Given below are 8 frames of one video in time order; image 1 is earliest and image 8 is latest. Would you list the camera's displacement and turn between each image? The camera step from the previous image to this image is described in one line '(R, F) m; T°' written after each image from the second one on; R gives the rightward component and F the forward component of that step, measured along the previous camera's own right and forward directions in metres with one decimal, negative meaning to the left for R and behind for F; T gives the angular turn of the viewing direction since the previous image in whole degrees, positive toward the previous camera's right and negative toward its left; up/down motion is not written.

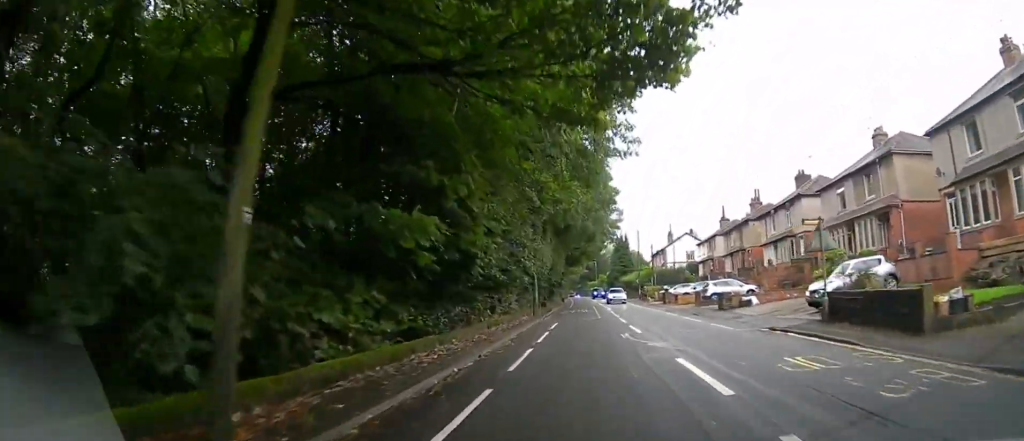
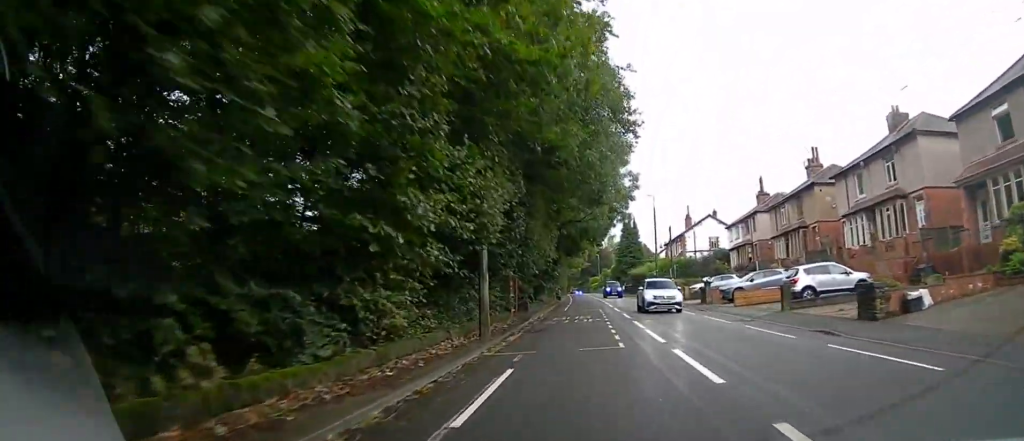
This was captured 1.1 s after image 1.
(-0.1, +16.4) m; 0°
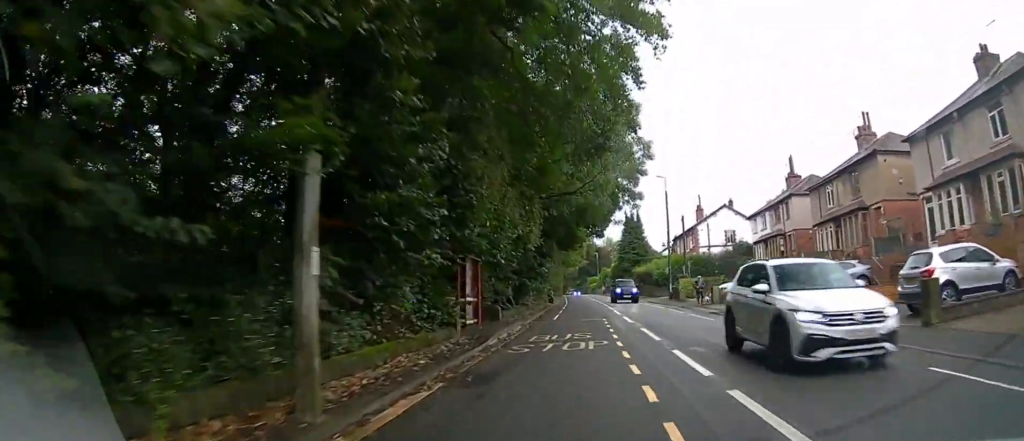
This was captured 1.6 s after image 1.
(0.0, +9.3) m; 0°
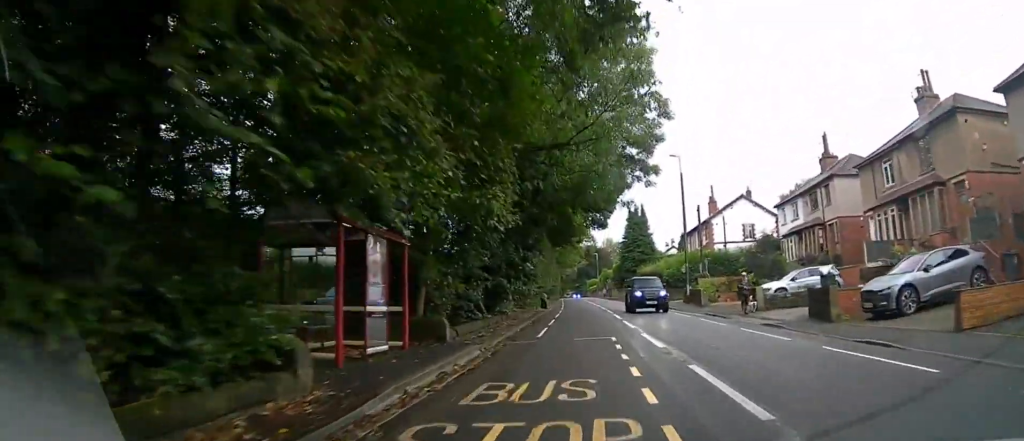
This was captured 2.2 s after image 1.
(0.0, +8.0) m; 0°
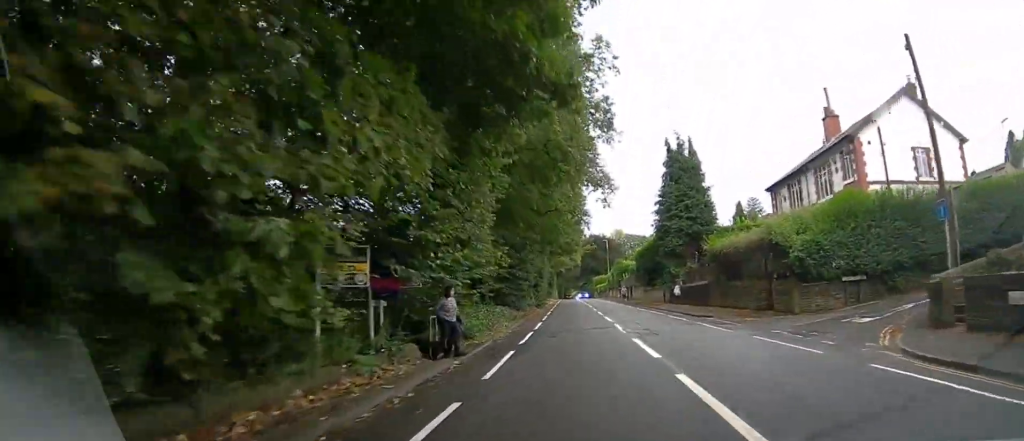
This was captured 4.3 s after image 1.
(+0.2, +32.5) m; +1°
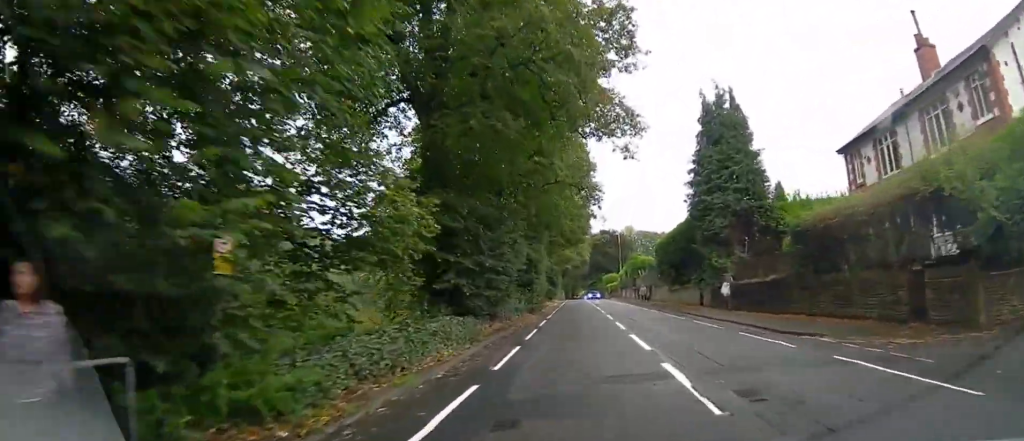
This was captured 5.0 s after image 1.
(0.0, +10.8) m; 0°
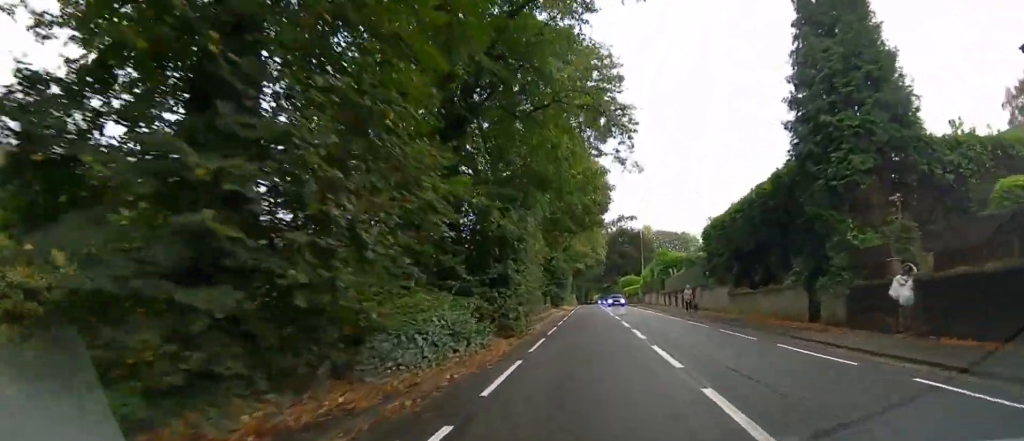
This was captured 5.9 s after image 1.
(0.0, +13.9) m; 0°
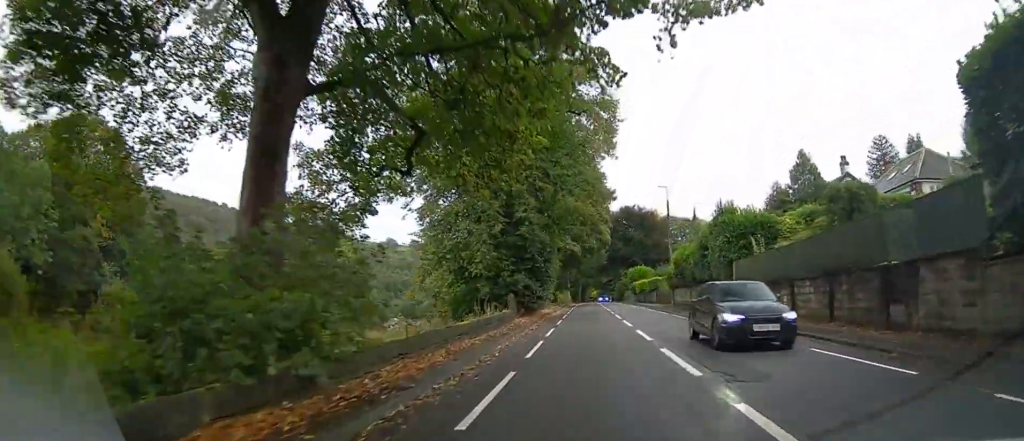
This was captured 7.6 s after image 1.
(0.0, +25.5) m; 0°
